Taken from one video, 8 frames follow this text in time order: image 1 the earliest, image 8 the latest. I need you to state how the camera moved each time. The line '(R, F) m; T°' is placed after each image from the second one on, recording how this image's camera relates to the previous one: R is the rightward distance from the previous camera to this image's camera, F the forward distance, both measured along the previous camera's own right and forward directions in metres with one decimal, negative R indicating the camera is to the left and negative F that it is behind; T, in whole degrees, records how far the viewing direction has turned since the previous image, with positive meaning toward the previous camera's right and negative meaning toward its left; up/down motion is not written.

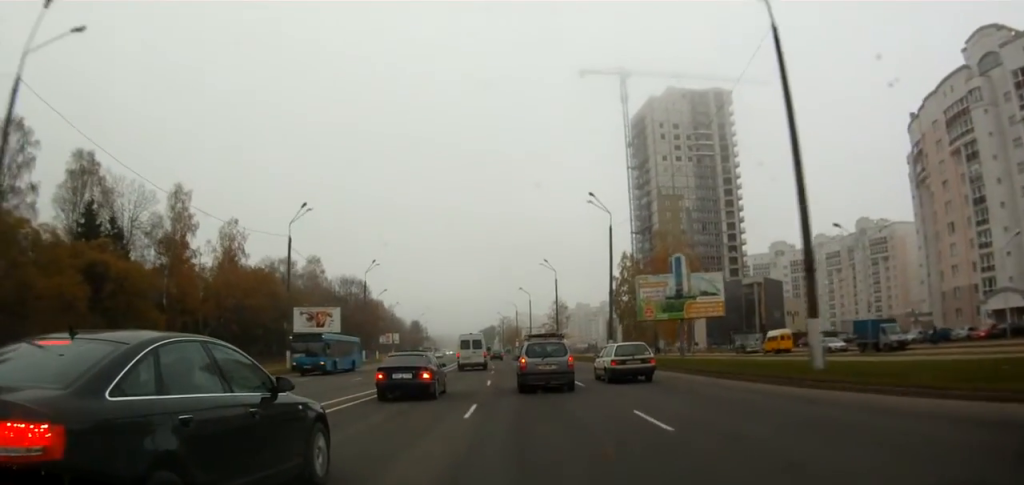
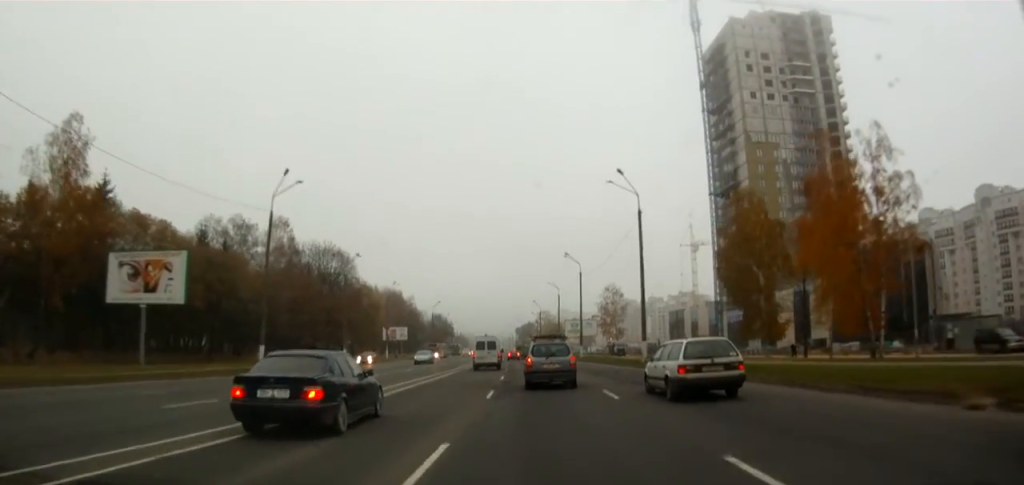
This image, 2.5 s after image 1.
(-1.1, +41.3) m; -3°
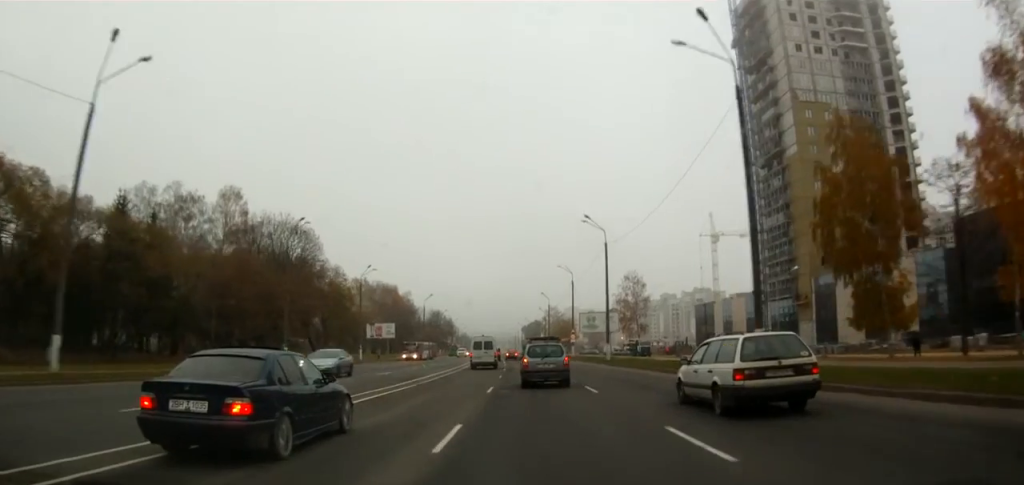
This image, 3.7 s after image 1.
(-1.0, +21.2) m; -3°
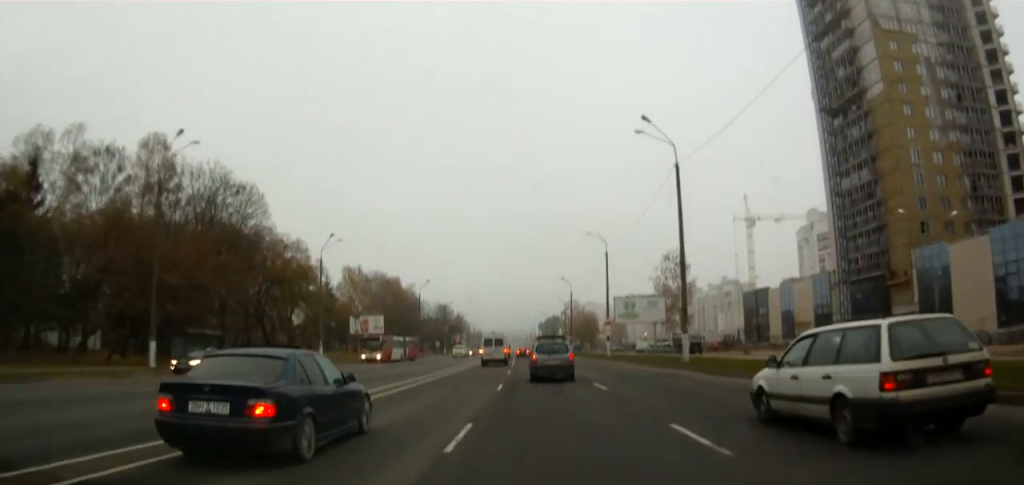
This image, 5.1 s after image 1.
(+0.1, +24.1) m; 0°
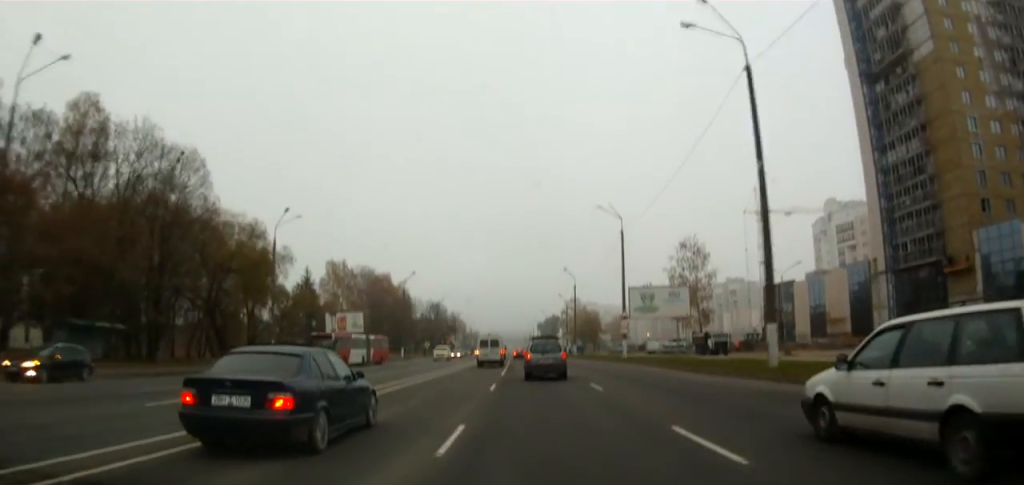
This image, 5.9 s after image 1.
(-0.2, +13.1) m; -1°
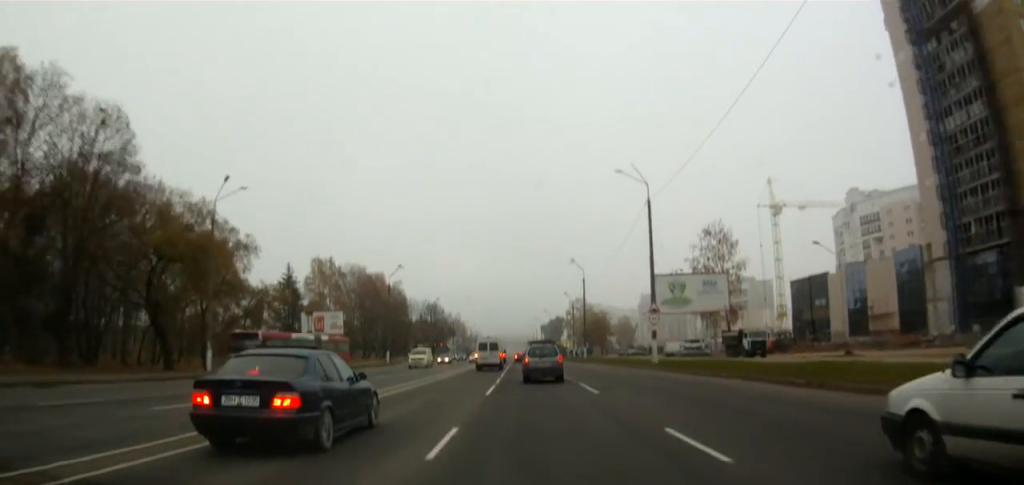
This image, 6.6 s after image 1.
(-0.1, +11.7) m; -1°
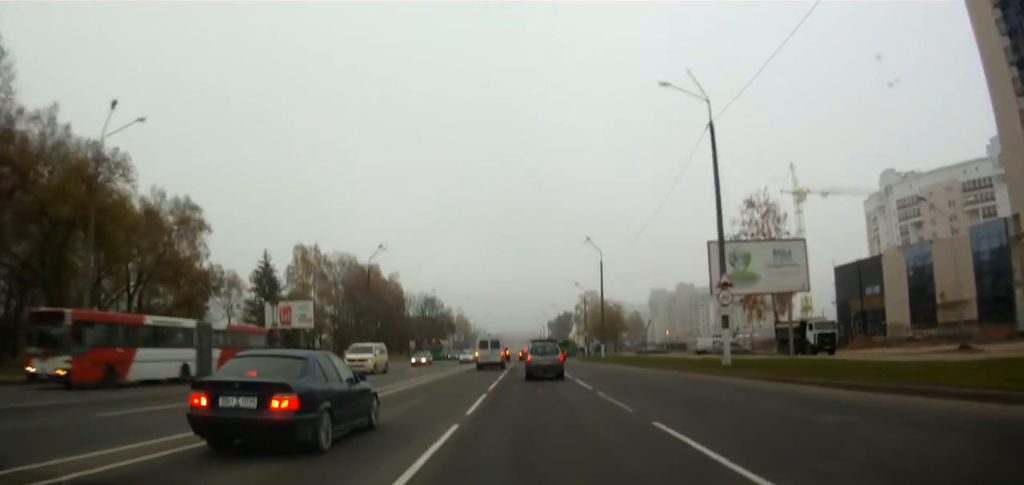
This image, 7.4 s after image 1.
(0.0, +14.4) m; 0°
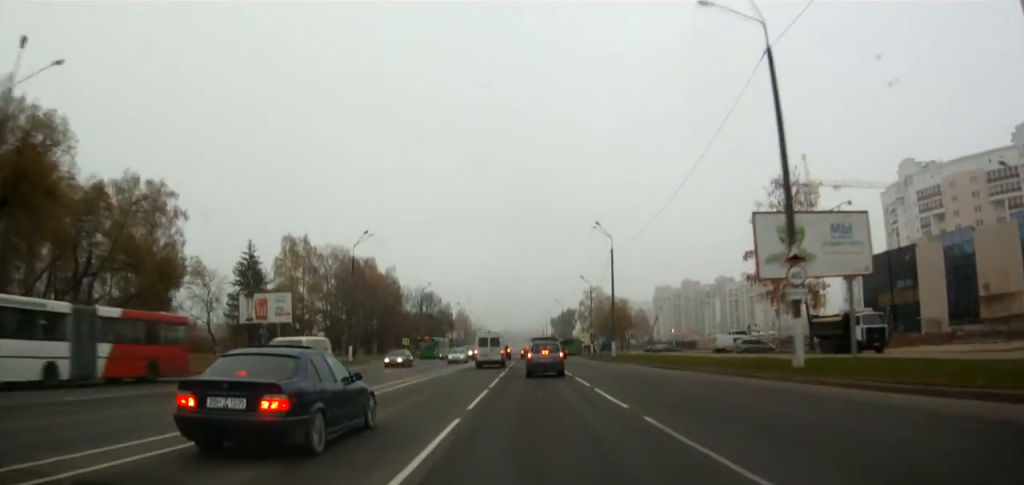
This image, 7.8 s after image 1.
(0.0, +7.4) m; 0°
